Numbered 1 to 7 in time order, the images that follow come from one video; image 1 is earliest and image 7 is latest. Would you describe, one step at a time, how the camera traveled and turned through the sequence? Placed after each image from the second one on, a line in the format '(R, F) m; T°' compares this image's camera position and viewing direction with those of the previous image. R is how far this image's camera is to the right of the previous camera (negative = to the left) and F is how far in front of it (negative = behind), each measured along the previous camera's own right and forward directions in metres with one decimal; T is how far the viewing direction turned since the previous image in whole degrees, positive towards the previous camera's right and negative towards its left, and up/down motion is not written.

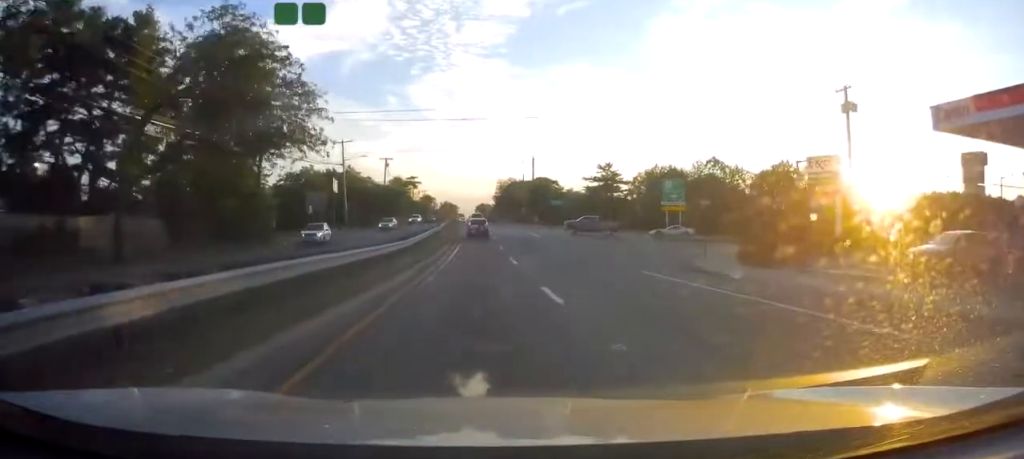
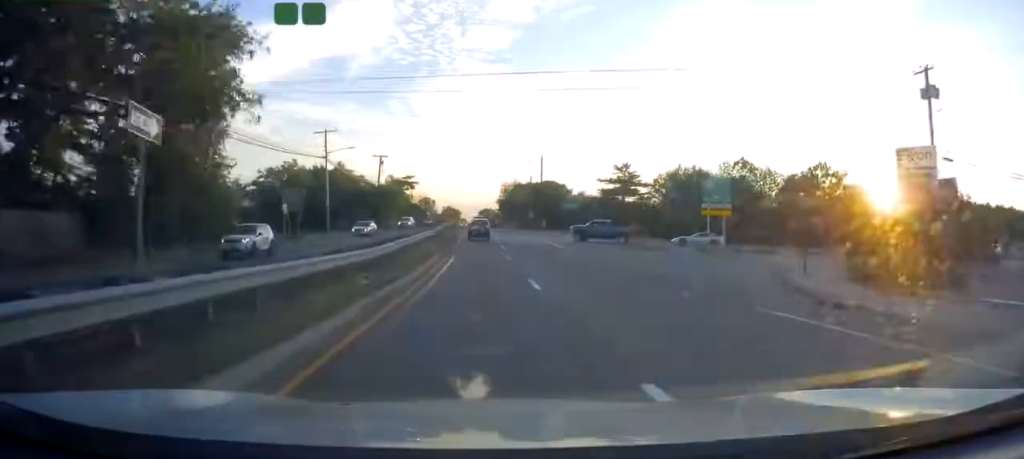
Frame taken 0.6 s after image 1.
(+0.2, +8.8) m; 0°
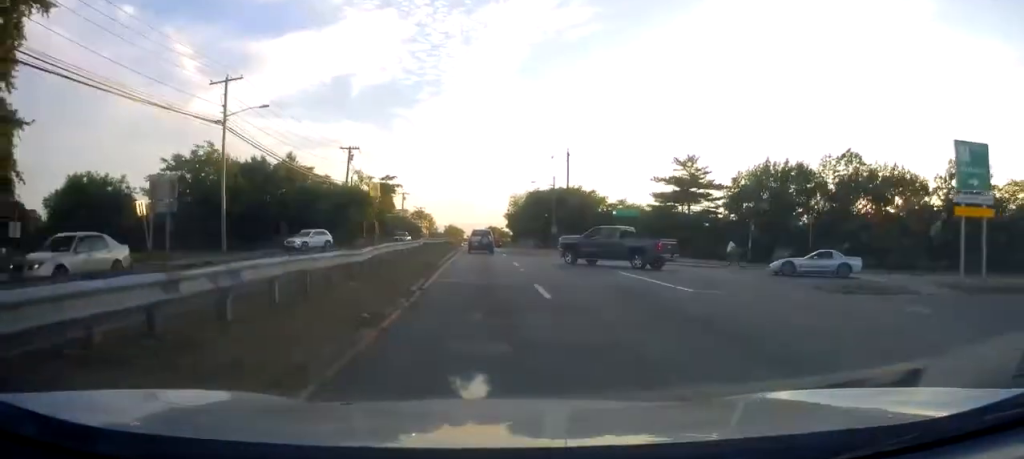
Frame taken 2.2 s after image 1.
(0.0, +25.5) m; +1°
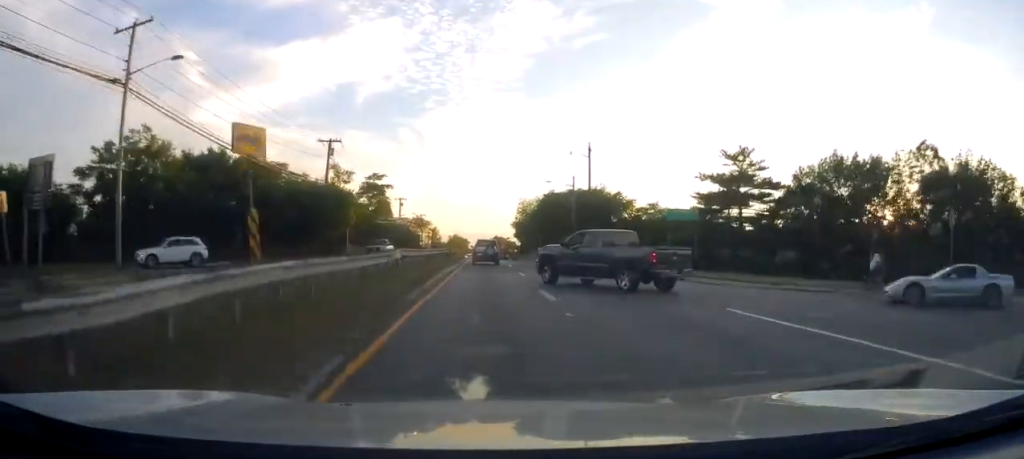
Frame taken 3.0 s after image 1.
(+0.1, +11.9) m; 0°
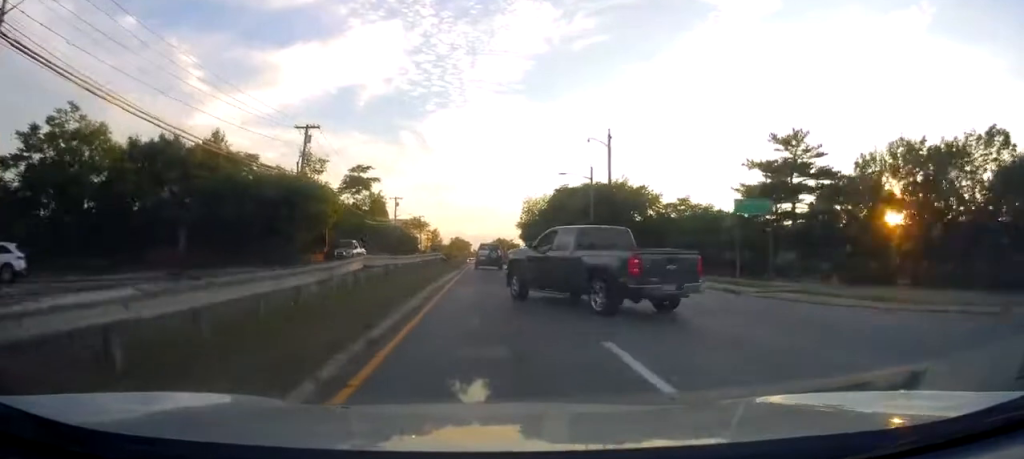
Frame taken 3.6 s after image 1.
(0.0, +8.7) m; 0°
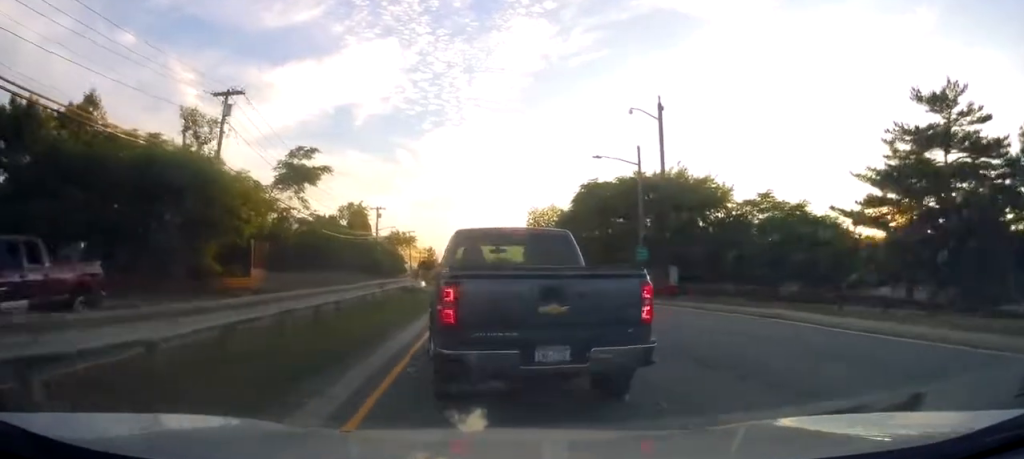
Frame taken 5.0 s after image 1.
(-0.4, +18.0) m; -2°
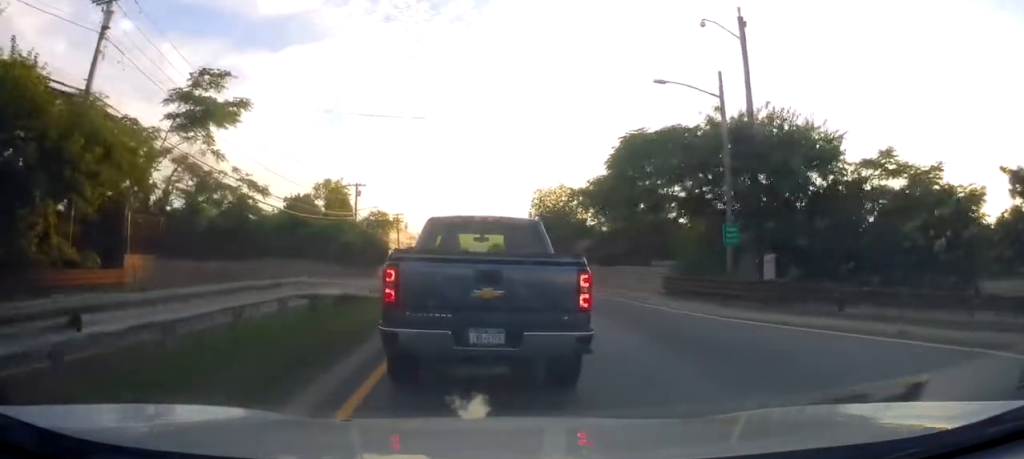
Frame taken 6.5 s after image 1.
(+0.1, +14.2) m; +2°
